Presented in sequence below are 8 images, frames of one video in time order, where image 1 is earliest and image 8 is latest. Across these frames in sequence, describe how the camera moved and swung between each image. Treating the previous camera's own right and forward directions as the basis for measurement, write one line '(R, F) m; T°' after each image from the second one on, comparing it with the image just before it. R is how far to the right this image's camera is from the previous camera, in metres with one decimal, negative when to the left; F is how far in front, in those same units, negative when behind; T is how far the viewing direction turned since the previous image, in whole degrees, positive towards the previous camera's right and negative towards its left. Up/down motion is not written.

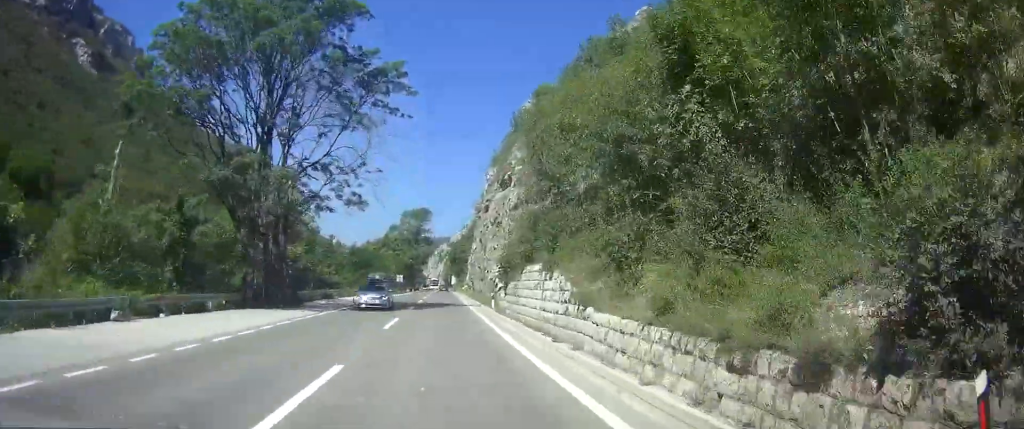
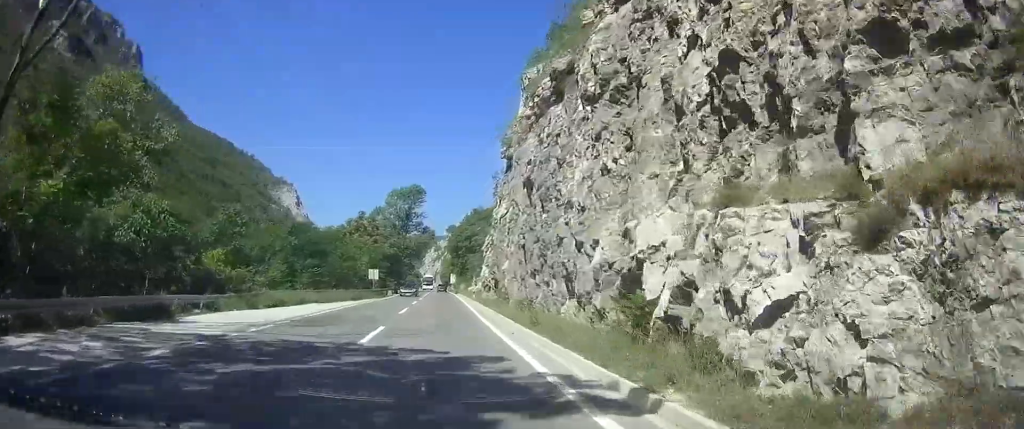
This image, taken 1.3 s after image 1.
(-0.4, +34.5) m; -1°
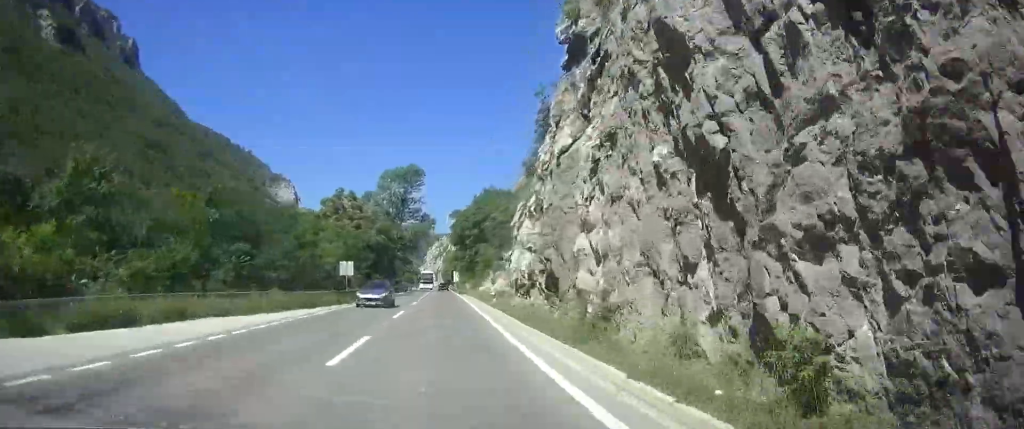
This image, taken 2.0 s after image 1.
(0.0, +19.5) m; +1°
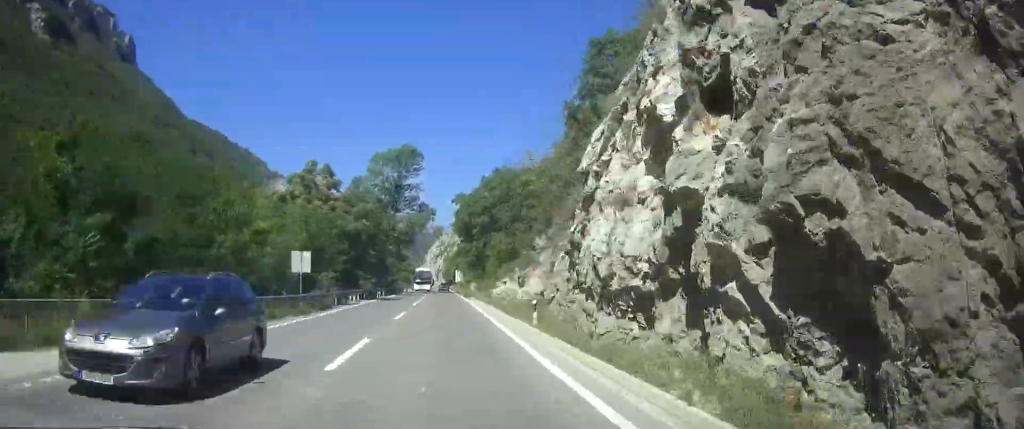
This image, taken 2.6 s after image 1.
(0.0, +15.1) m; +1°
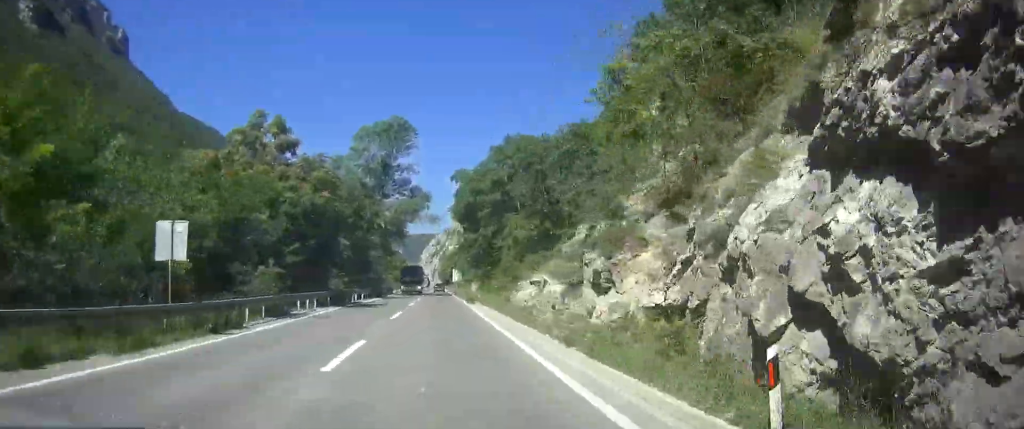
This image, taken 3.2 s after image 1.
(+0.2, +15.0) m; +1°
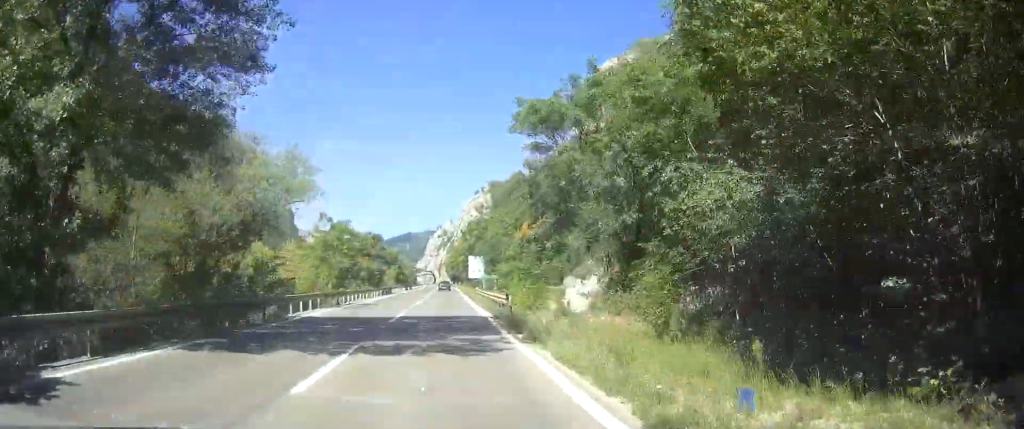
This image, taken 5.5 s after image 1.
(+2.7, +62.4) m; +4°
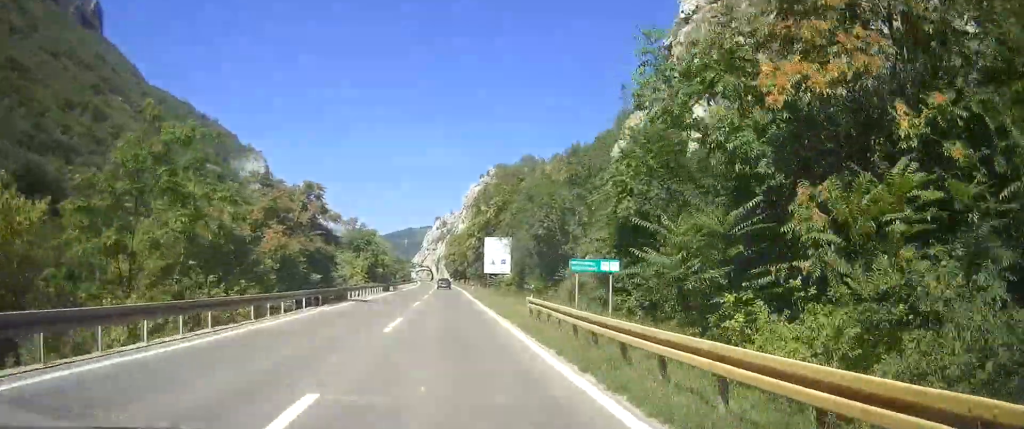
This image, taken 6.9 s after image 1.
(-0.5, +35.8) m; -1°
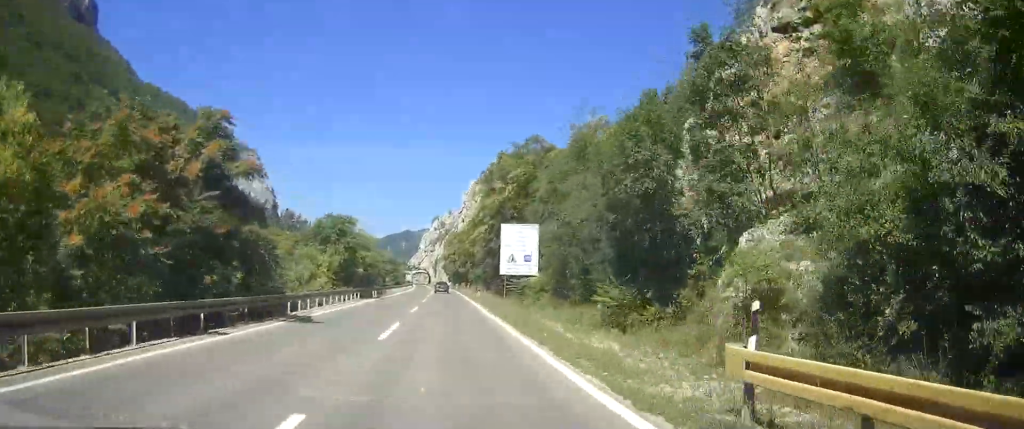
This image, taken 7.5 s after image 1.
(+0.1, +16.5) m; 0°
